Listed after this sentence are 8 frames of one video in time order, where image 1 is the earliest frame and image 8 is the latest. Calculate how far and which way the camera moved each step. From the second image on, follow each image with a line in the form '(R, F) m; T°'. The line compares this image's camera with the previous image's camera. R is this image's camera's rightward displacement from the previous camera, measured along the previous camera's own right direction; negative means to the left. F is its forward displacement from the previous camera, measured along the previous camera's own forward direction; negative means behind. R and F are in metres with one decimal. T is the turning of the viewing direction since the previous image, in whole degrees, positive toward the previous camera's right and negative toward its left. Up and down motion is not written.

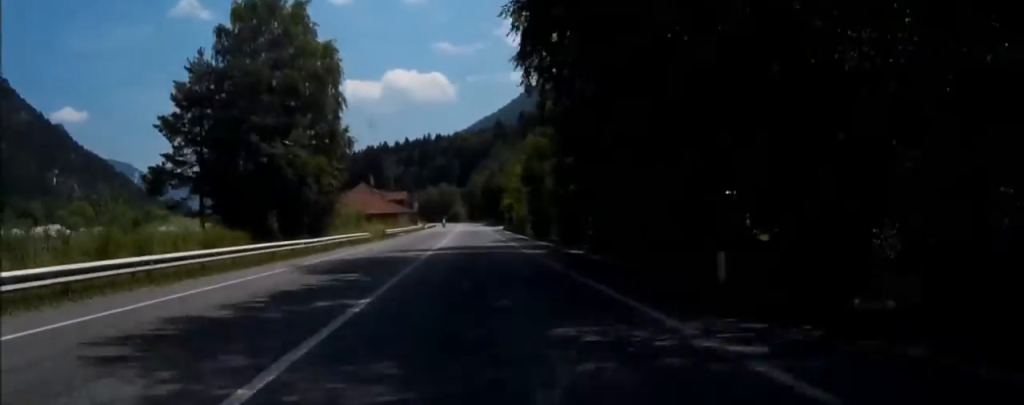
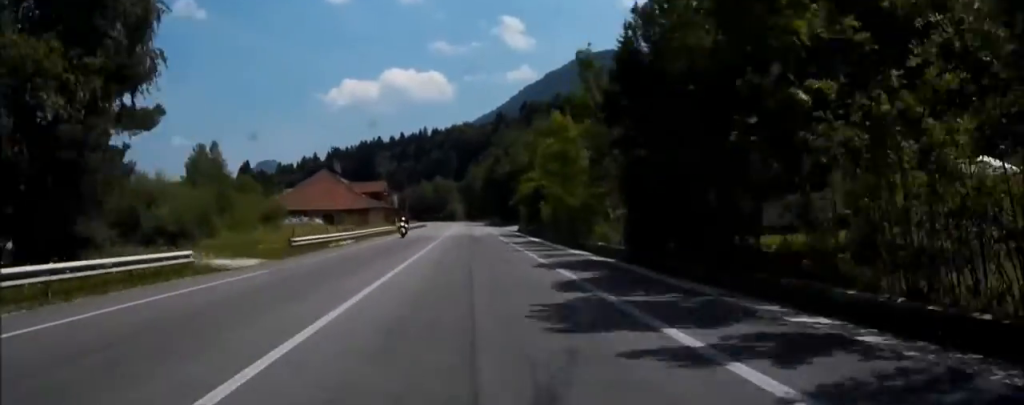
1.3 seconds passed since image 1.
(0.0, +33.8) m; 0°
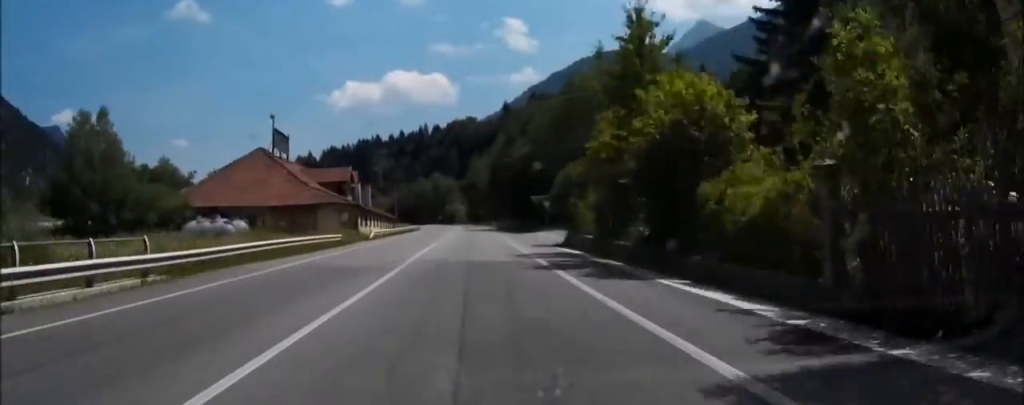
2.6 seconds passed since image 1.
(0.0, +31.8) m; 0°
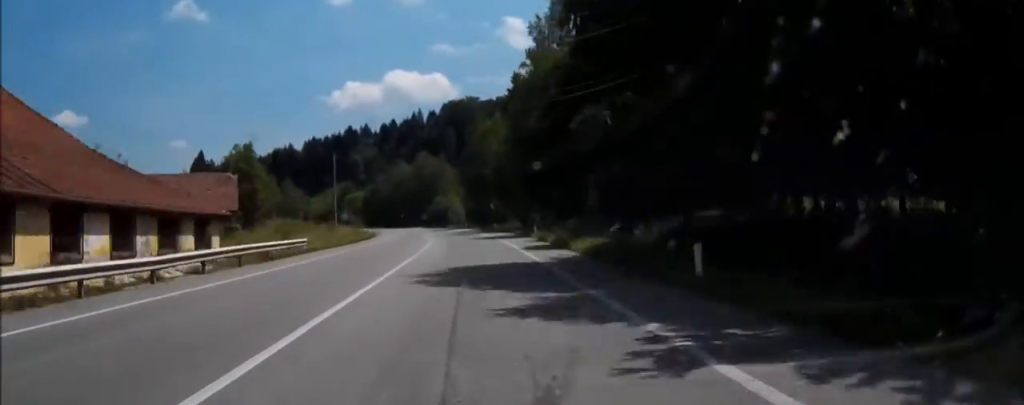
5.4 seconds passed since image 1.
(-0.5, +68.6) m; -2°
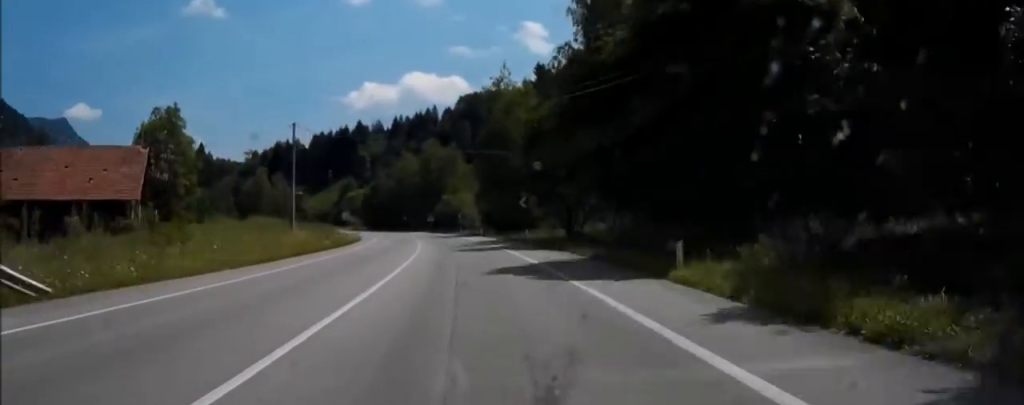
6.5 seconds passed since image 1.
(+0.3, +25.8) m; -2°
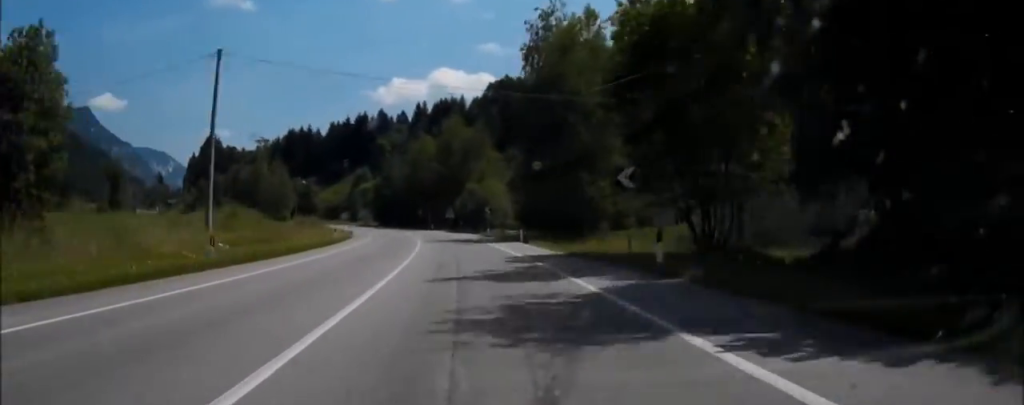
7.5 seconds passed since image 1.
(-0.9, +23.8) m; -2°
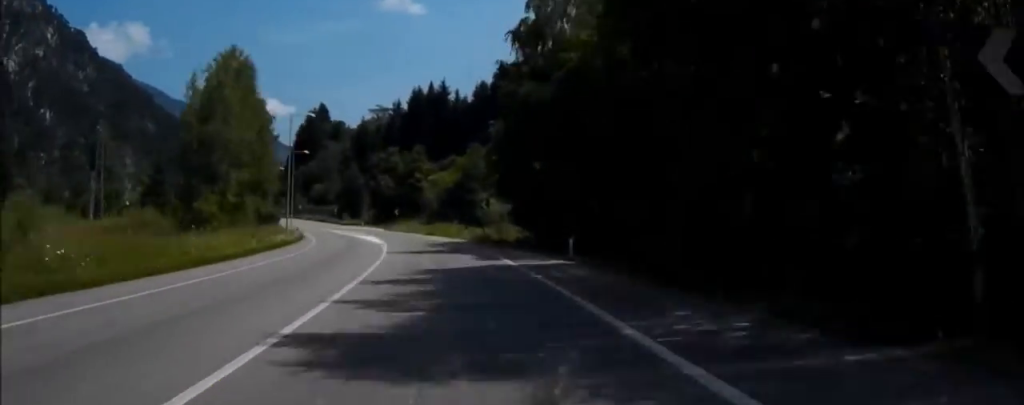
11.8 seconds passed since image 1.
(-12.8, +101.2) m; -18°
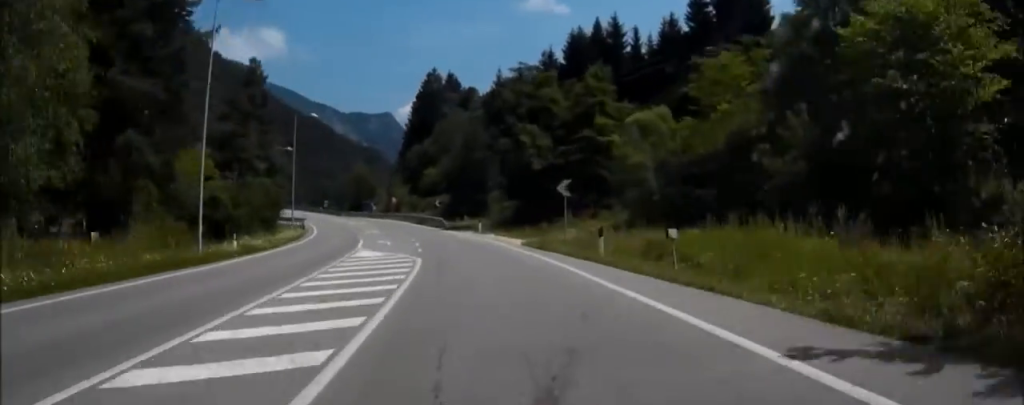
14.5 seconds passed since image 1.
(-6.4, +62.7) m; -15°
